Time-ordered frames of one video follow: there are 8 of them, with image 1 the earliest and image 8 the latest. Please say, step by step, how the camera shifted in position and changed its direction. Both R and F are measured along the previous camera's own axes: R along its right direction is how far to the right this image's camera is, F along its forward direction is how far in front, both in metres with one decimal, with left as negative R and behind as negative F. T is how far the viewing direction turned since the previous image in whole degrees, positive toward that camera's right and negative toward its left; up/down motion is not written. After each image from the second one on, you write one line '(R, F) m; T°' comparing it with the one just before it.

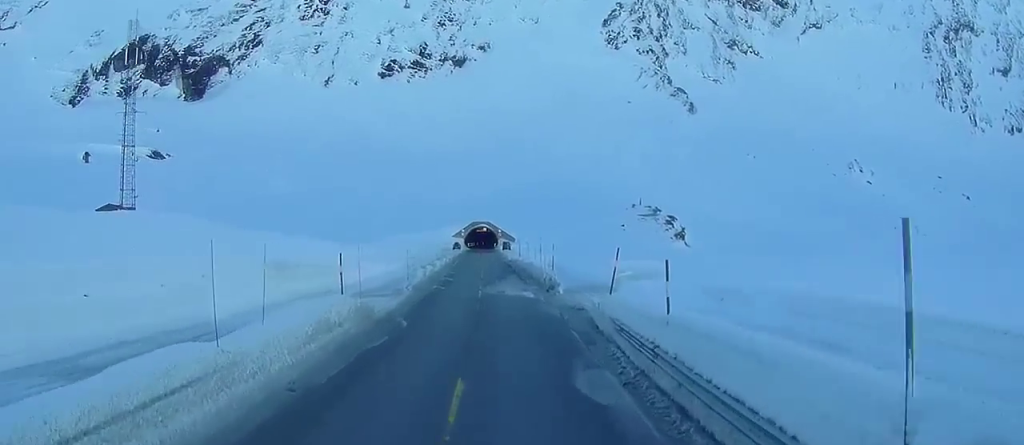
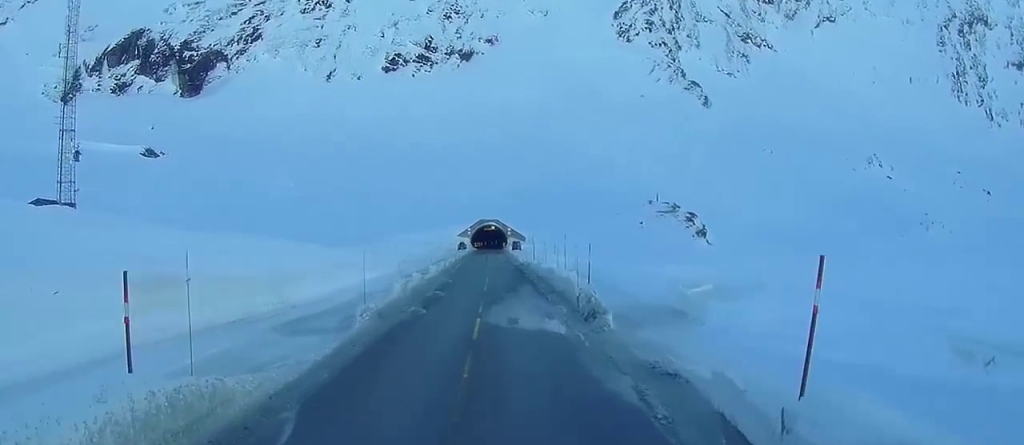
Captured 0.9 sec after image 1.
(0.0, +19.7) m; 0°
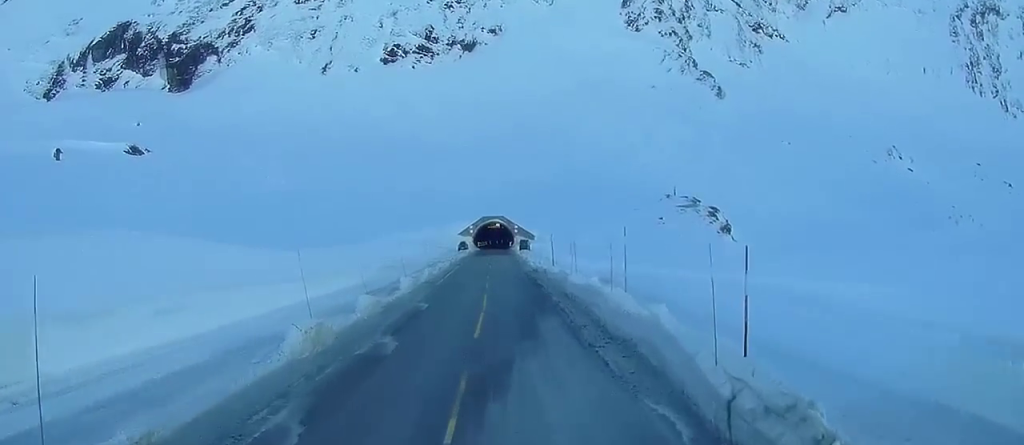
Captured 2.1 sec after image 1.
(0.0, +24.7) m; -1°
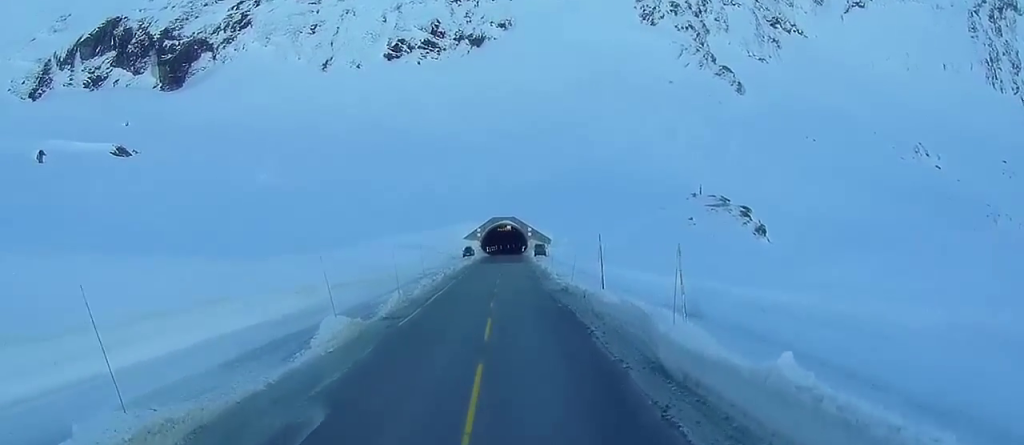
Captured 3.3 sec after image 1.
(-0.4, +25.7) m; -1°
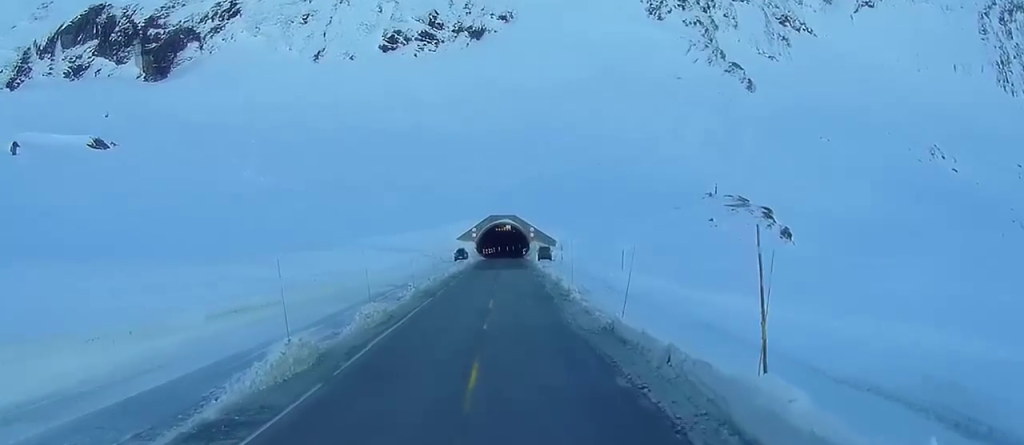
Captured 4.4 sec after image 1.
(+0.3, +23.8) m; 0°
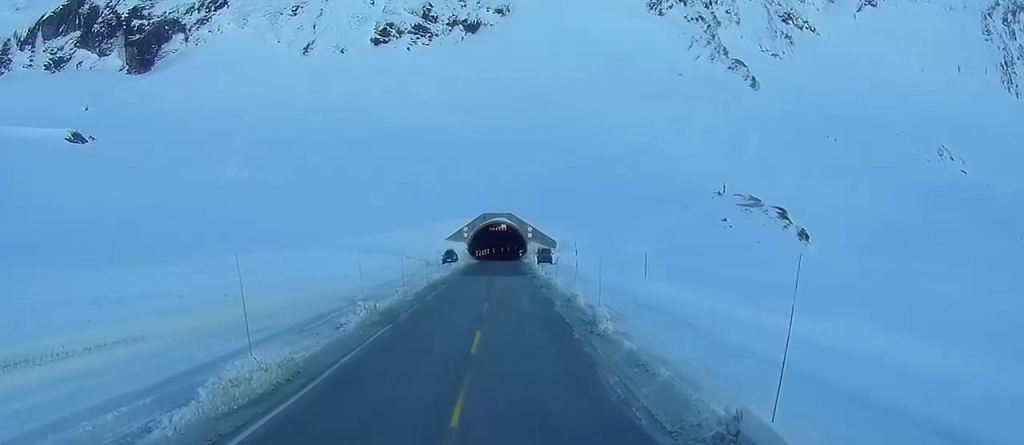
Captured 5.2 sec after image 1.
(-0.1, +17.8) m; 0°
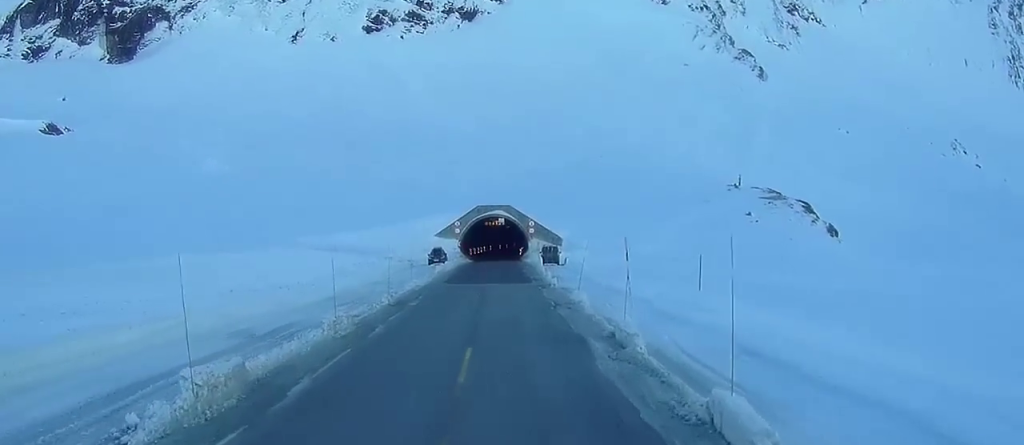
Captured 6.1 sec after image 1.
(-0.1, +21.4) m; 0°
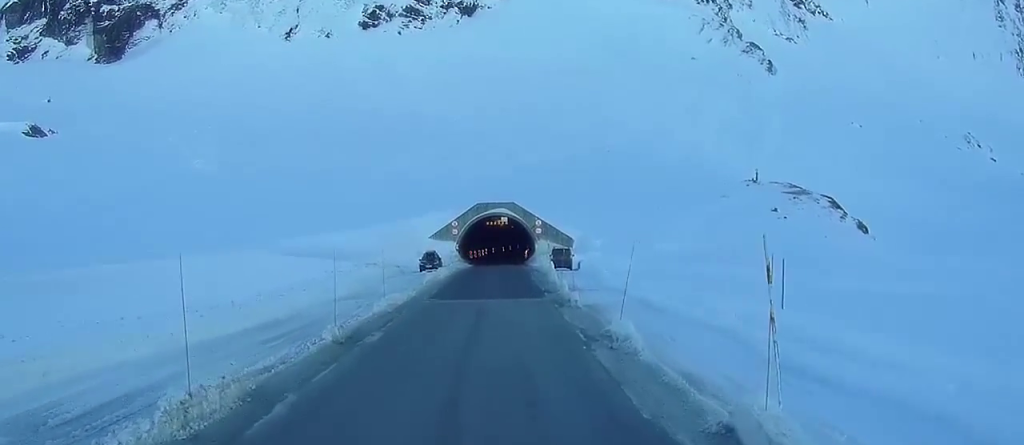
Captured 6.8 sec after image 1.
(0.0, +15.4) m; 0°
